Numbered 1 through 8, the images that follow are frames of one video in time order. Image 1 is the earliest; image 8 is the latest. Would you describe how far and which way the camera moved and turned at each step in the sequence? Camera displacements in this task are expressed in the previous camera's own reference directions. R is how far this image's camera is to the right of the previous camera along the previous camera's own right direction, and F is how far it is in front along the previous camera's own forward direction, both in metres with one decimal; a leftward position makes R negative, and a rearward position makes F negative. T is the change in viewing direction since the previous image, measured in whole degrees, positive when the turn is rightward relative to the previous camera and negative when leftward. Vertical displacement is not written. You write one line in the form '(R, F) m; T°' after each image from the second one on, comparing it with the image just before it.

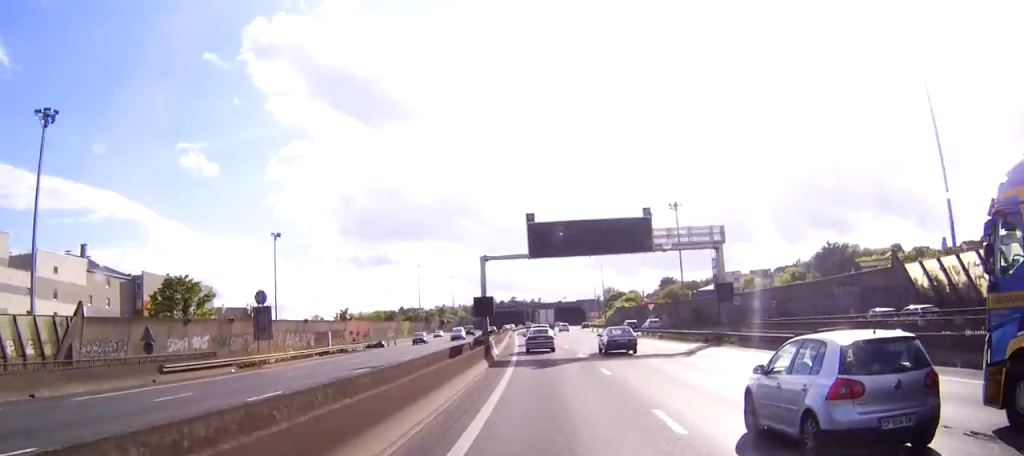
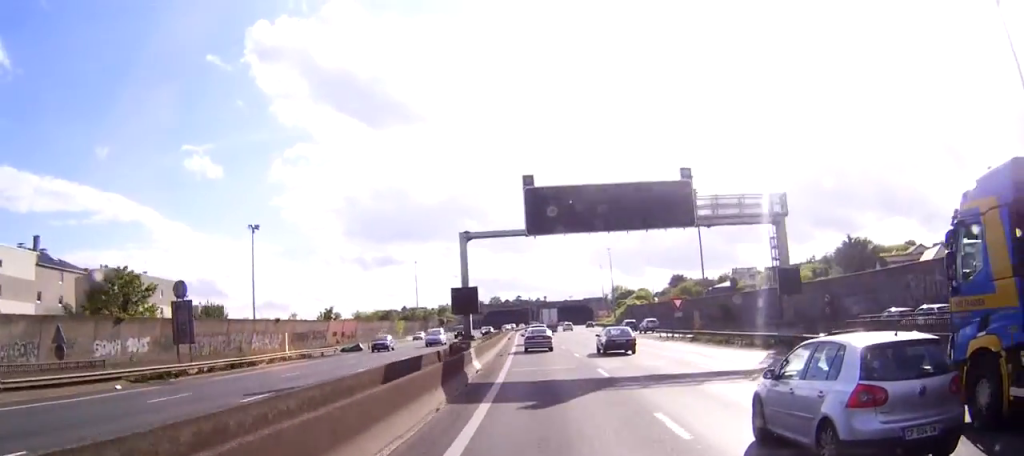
(-0.1, +13.2) m; 0°
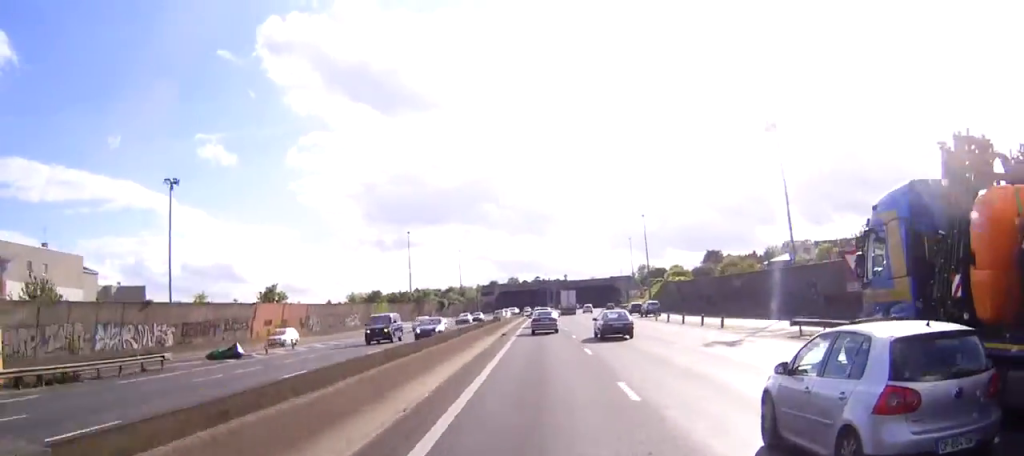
(-0.3, +35.2) m; -1°
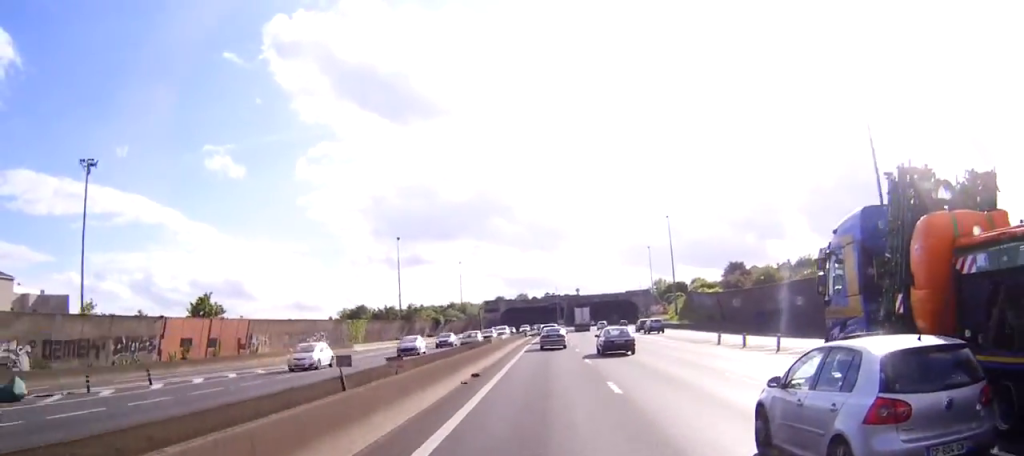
(-0.1, +21.8) m; -1°
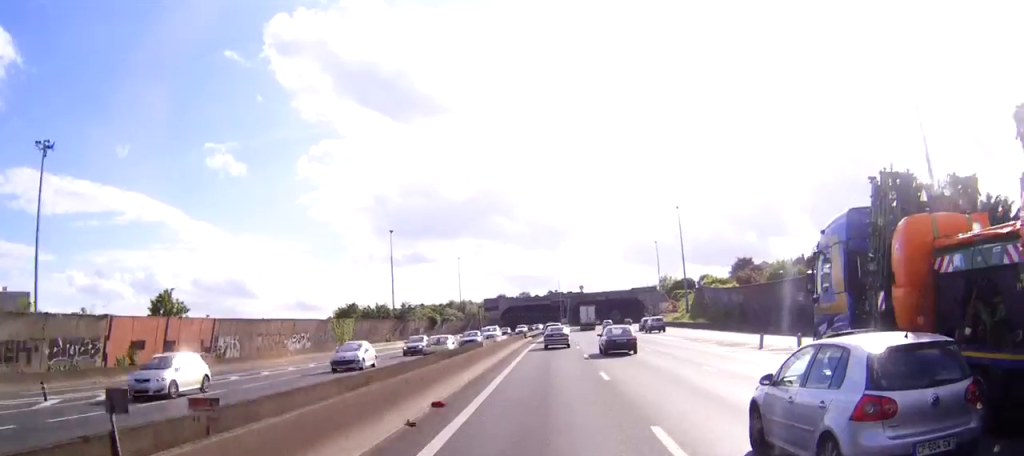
(-0.1, +8.7) m; 0°
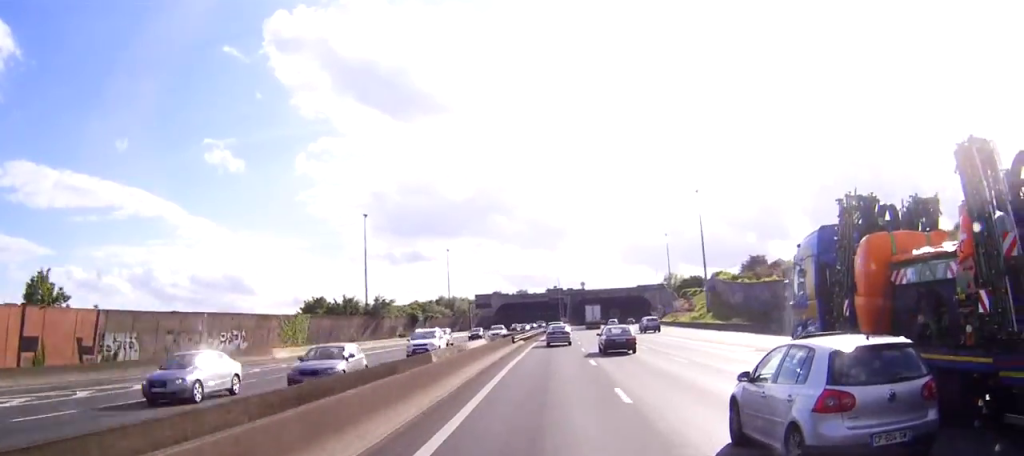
(-0.1, +18.7) m; 0°
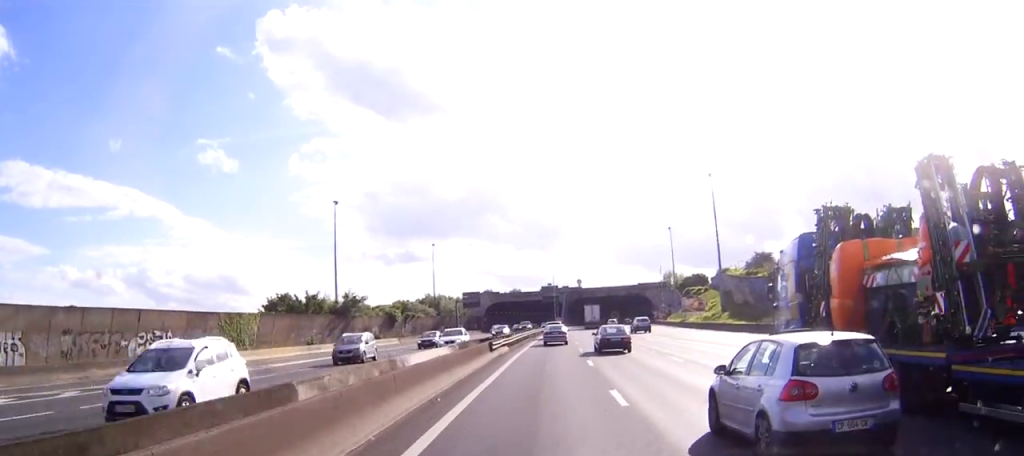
(+0.1, +13.6) m; 0°
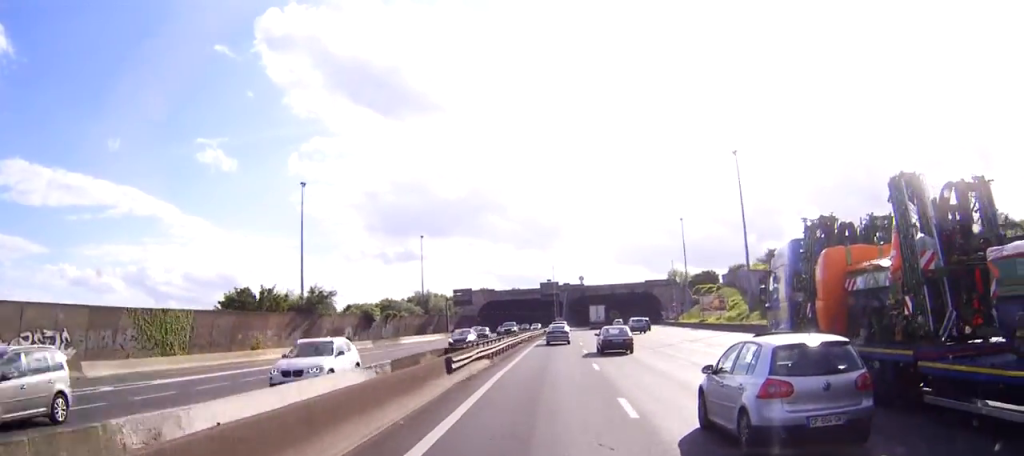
(0.0, +14.3) m; 0°
